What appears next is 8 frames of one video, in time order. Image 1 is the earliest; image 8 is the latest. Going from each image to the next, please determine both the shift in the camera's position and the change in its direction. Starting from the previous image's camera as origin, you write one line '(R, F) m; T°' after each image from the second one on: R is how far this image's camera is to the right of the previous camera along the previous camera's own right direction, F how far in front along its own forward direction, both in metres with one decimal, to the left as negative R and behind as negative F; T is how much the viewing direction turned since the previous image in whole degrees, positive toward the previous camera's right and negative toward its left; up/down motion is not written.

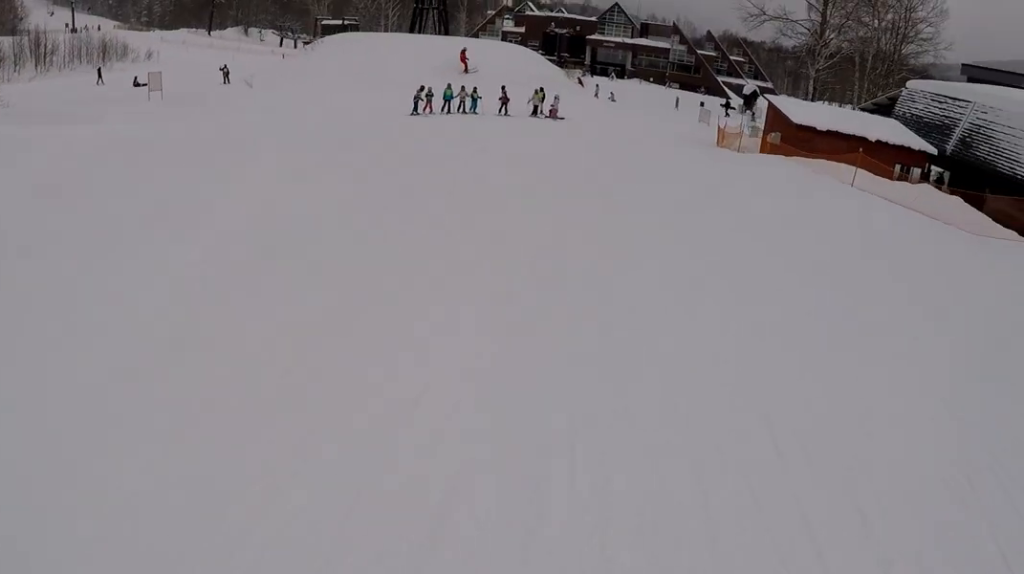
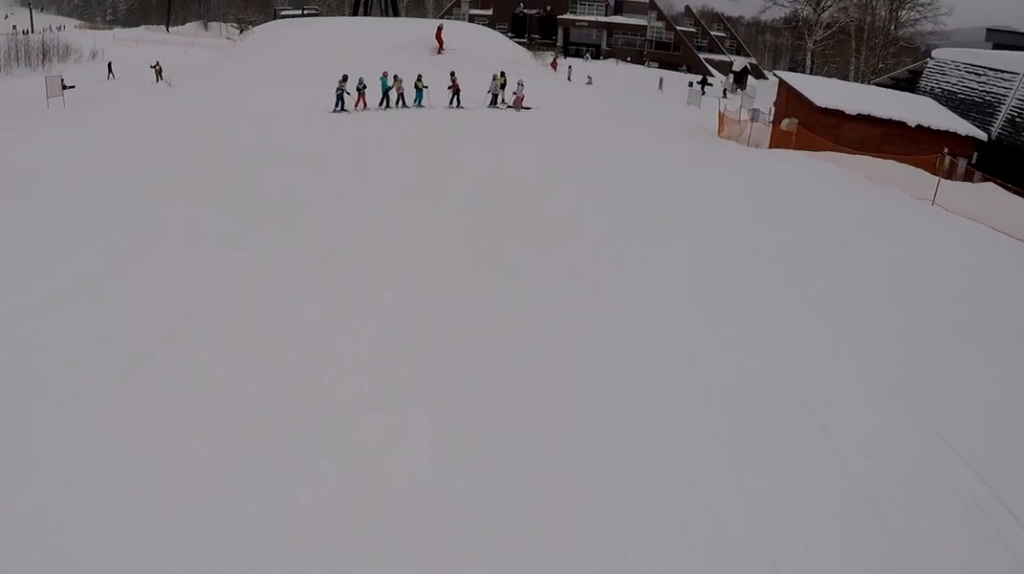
(+0.1, +6.5) m; +1°
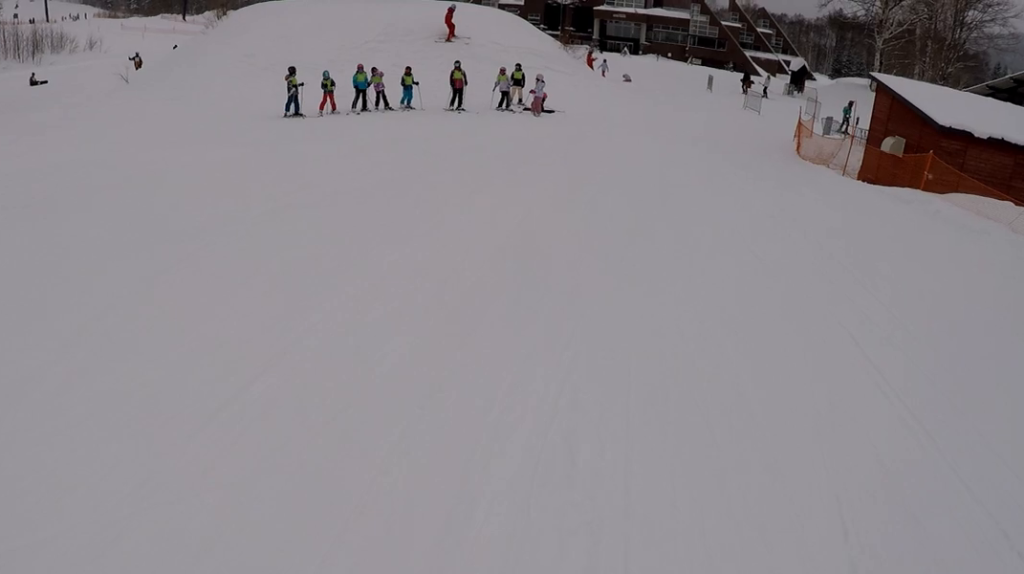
(0.0, +6.9) m; 0°
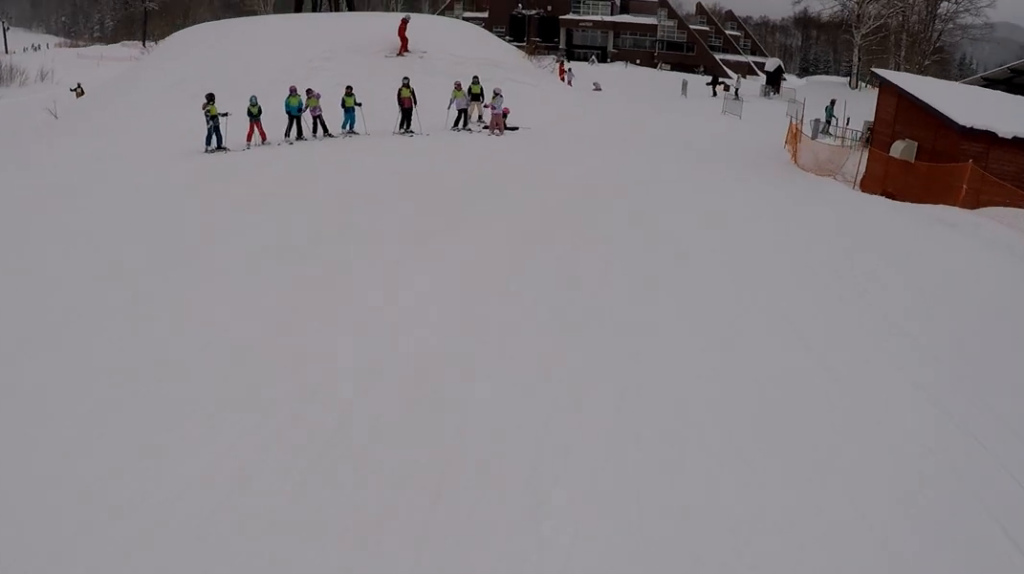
(0.0, +2.9) m; -3°
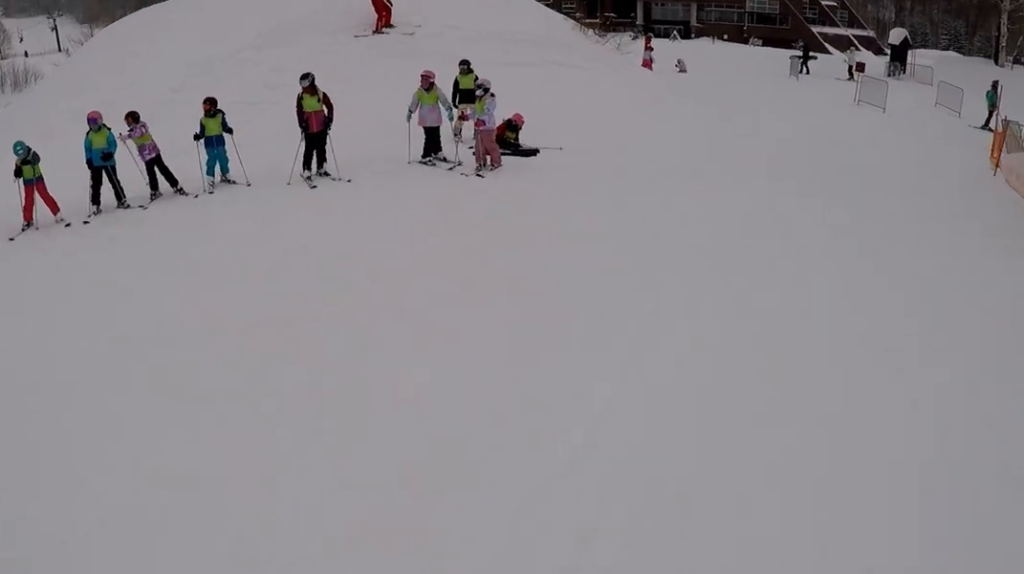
(-1.9, +8.9) m; -8°
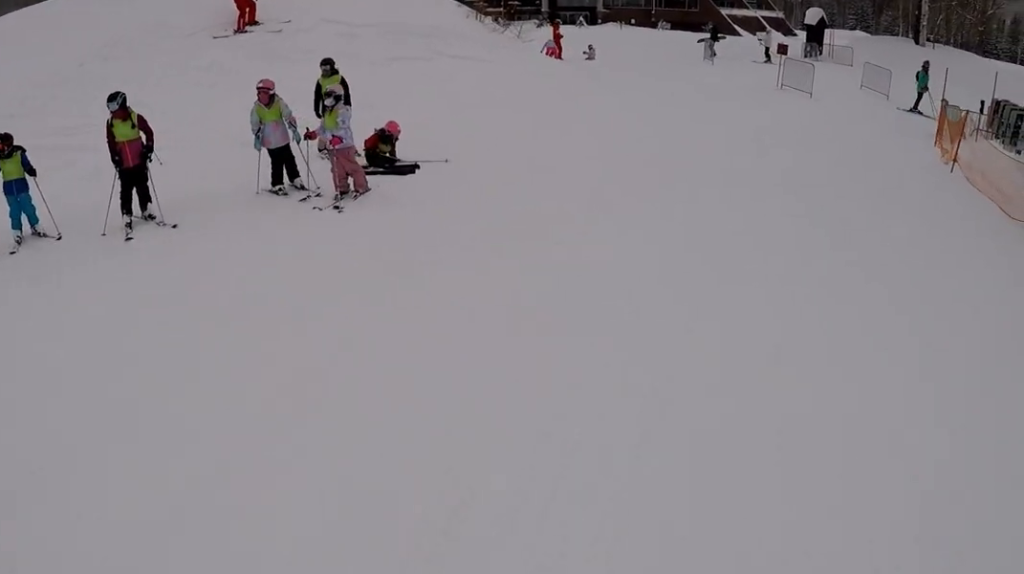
(+0.6, +2.0) m; +13°
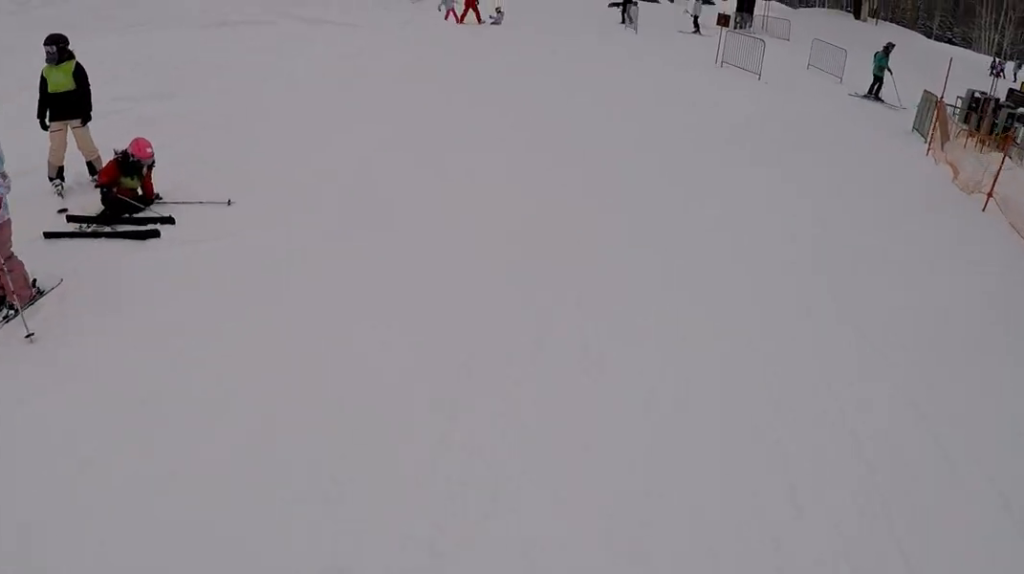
(+0.8, +3.9) m; +21°
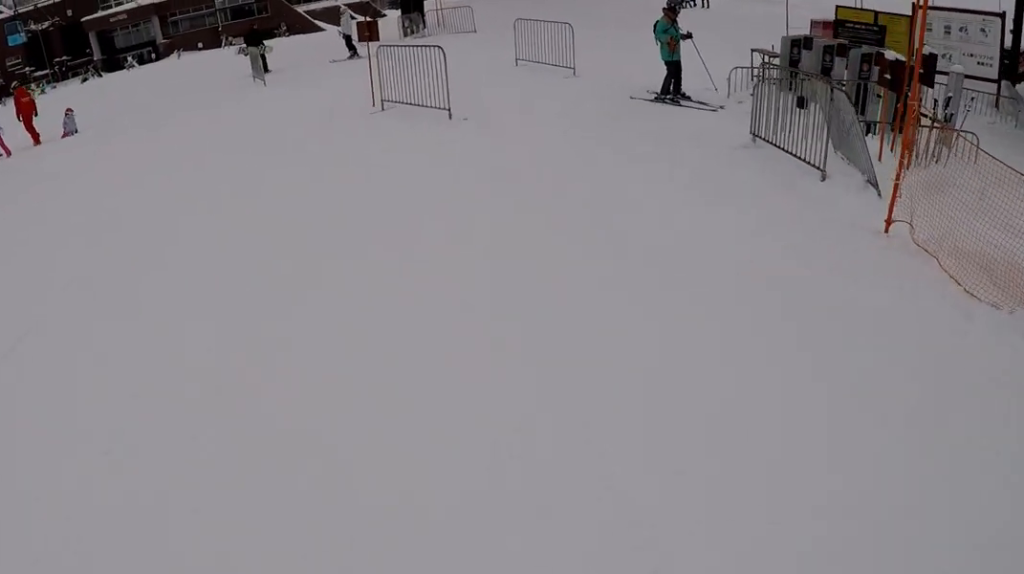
(+0.9, +8.5) m; 0°
